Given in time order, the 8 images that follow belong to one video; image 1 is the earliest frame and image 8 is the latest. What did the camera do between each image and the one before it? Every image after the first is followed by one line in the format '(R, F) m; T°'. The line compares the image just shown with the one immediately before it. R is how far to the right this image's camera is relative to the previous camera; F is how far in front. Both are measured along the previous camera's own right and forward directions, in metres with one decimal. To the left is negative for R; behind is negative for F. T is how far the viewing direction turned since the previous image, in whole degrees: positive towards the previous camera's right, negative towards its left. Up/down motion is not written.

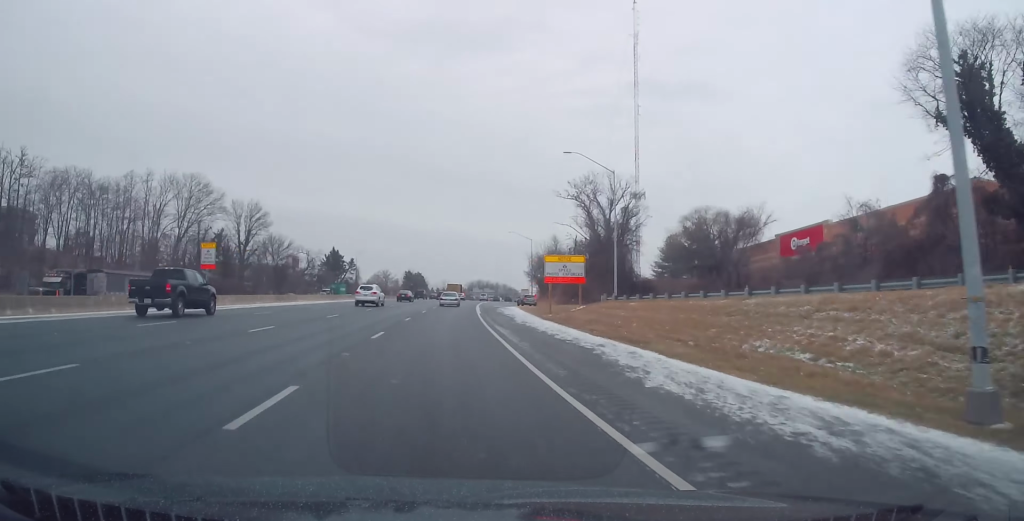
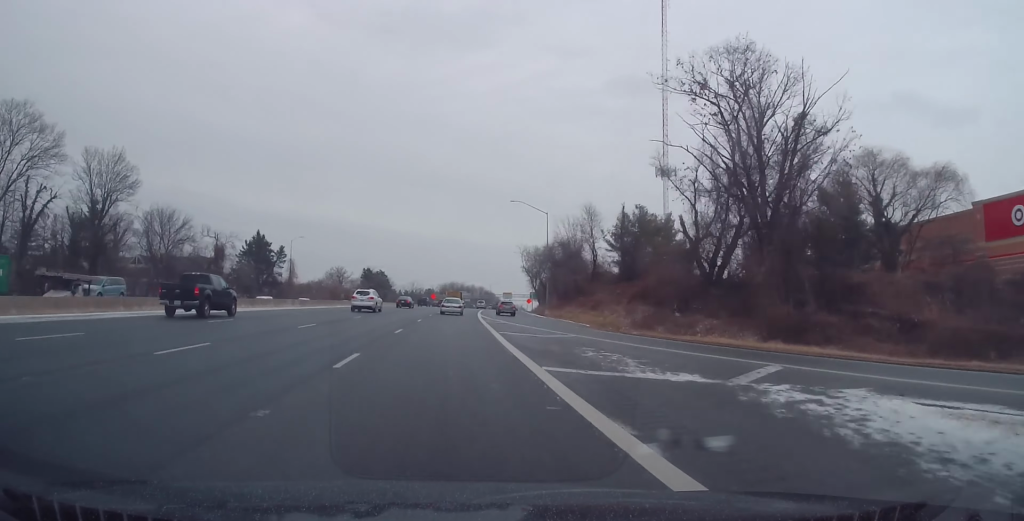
(+1.8, +64.4) m; +4°
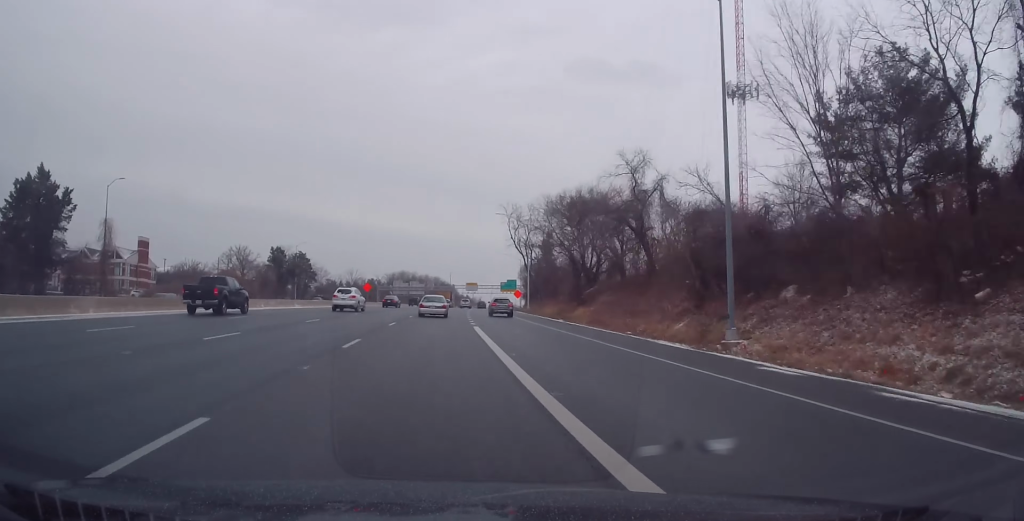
(+3.1, +70.5) m; +5°
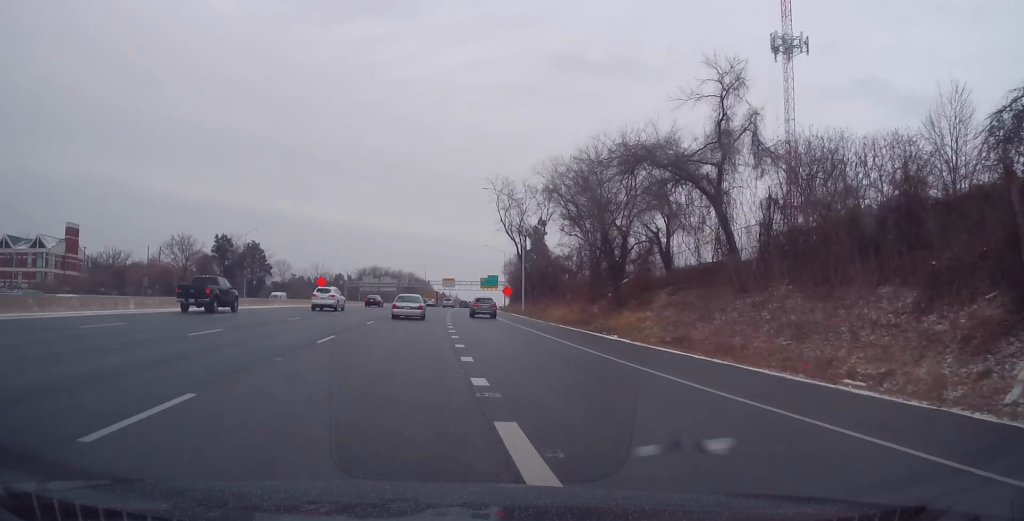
(+0.3, +22.7) m; +1°
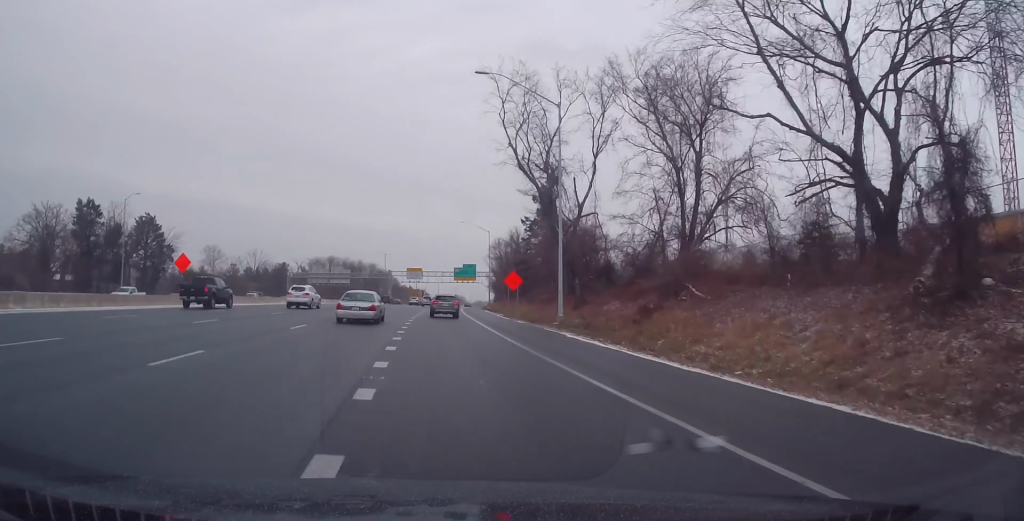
(+0.5, +43.4) m; +2°
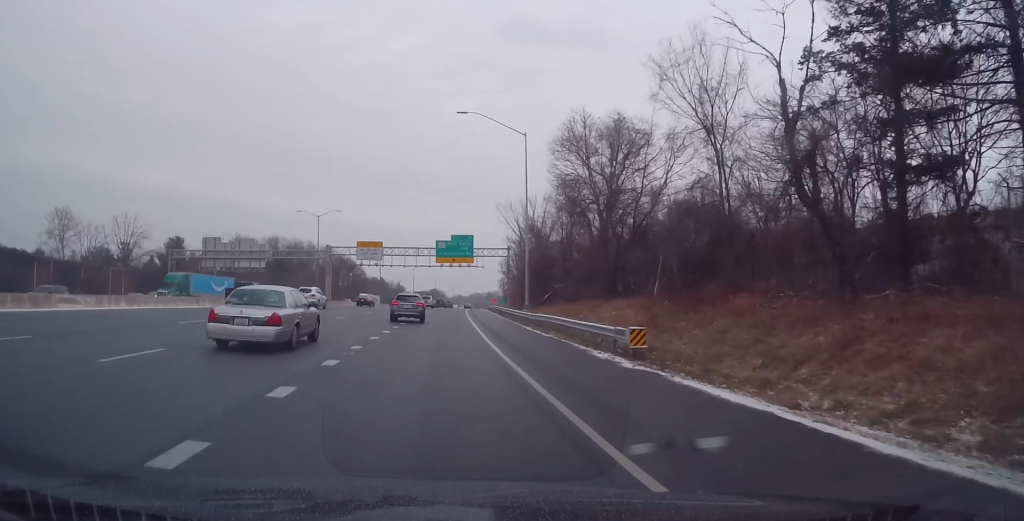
(+1.9, +71.1) m; +2°
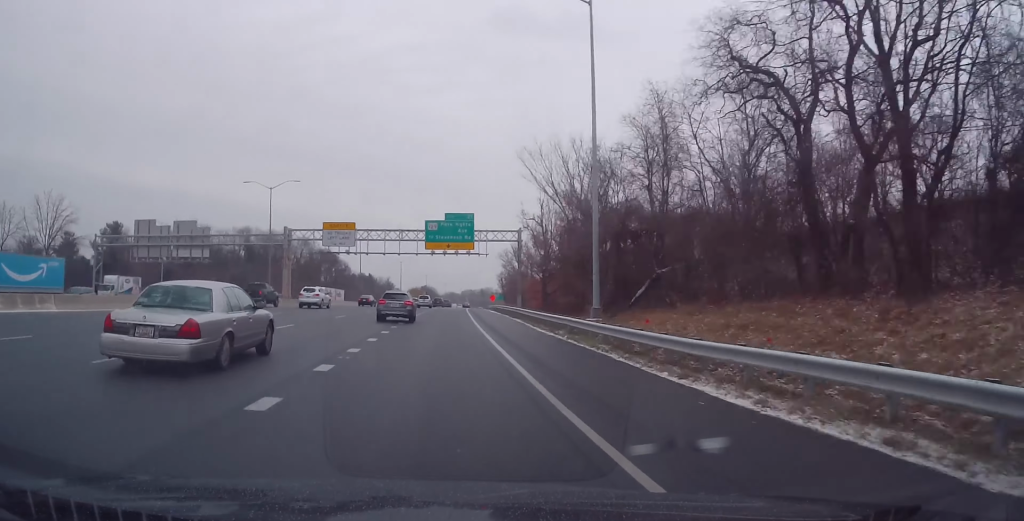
(-0.4, +22.7) m; +1°
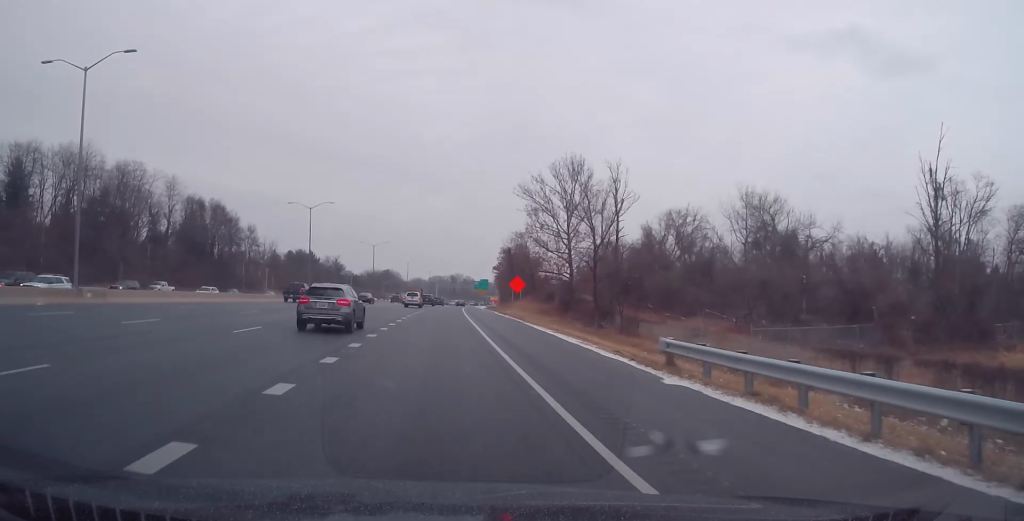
(+3.0, +99.0) m; +3°
